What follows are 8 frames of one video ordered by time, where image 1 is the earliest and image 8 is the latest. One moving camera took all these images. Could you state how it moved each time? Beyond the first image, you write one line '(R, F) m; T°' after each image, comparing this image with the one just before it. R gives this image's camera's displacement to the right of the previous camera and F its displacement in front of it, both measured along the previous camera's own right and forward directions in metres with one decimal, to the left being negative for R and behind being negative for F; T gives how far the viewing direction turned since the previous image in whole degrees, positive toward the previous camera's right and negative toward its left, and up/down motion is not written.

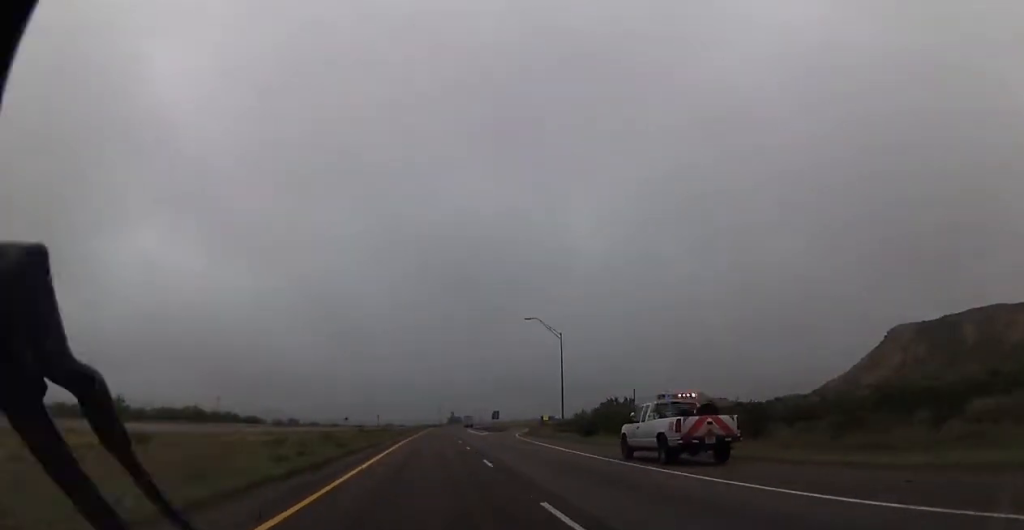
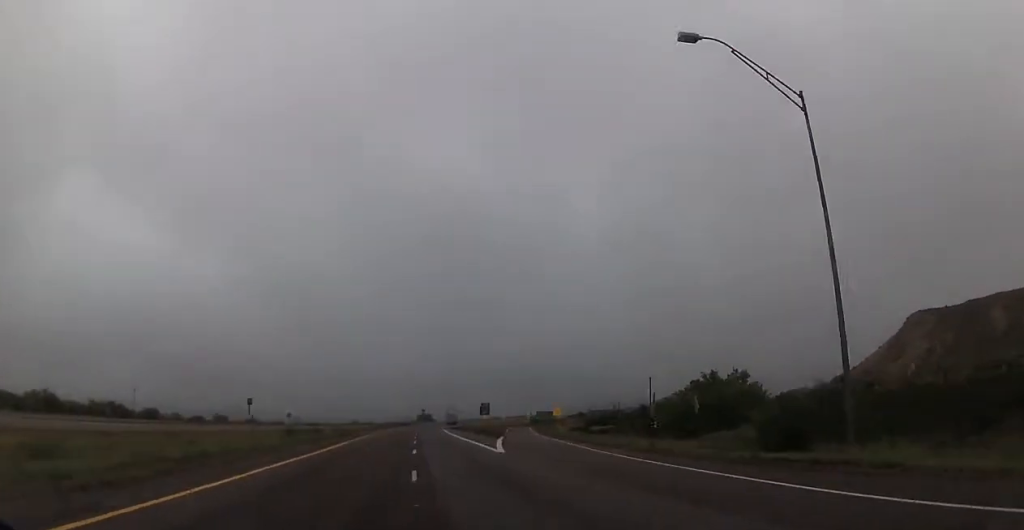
(+0.9, +53.5) m; +1°
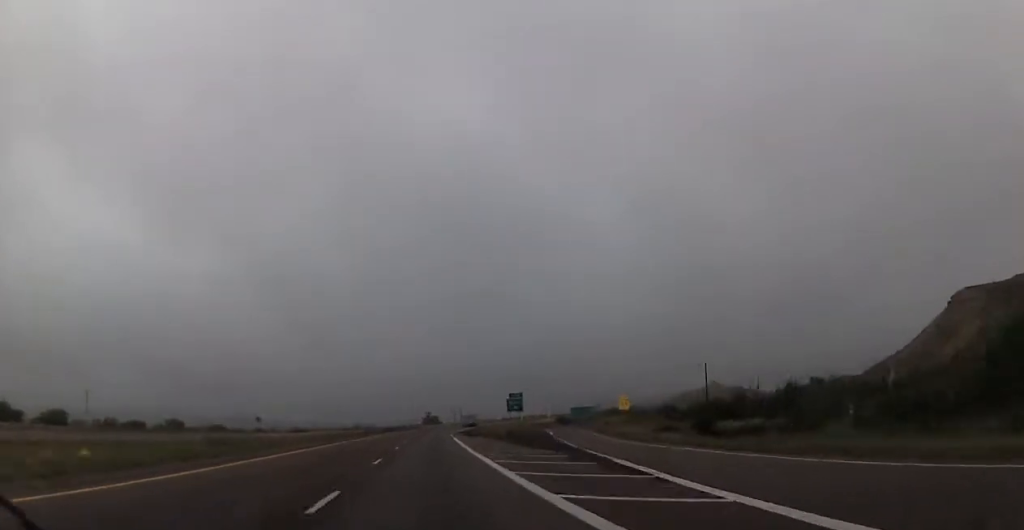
(0.0, +41.5) m; 0°
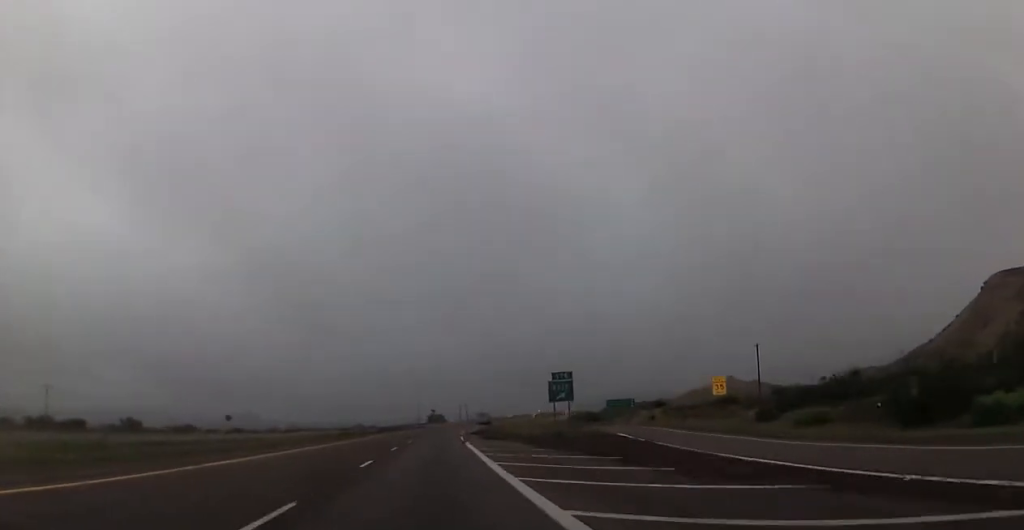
(0.0, +26.9) m; 0°
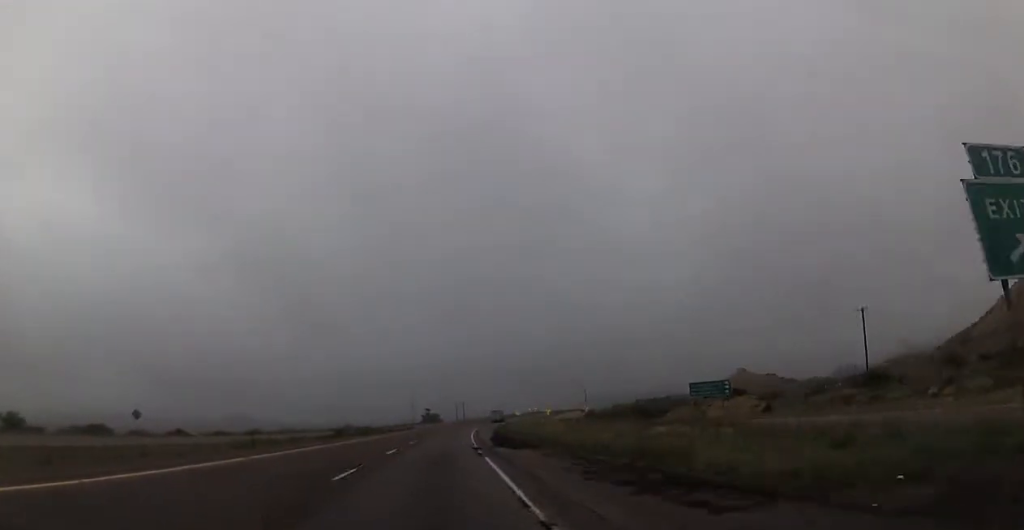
(+0.4, +41.5) m; +1°
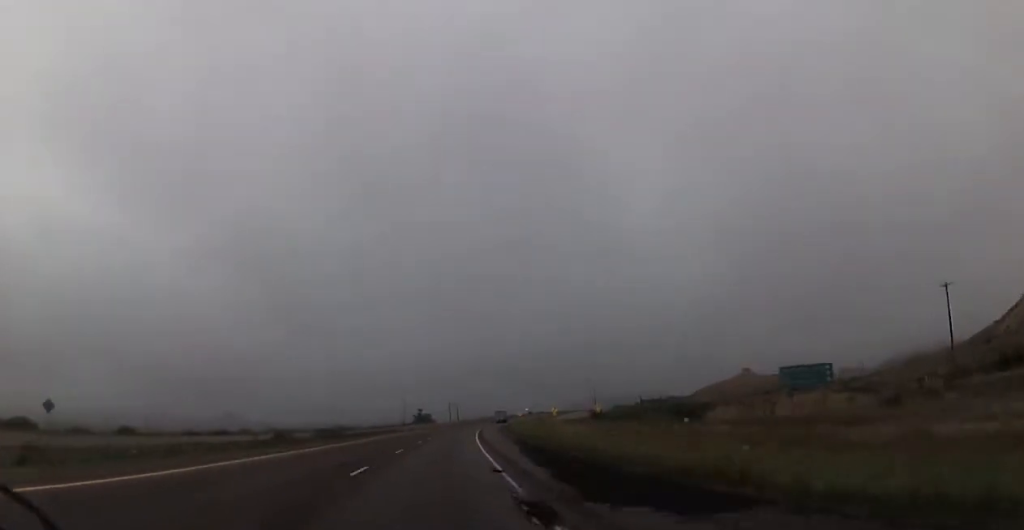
(+0.1, +22.4) m; 0°
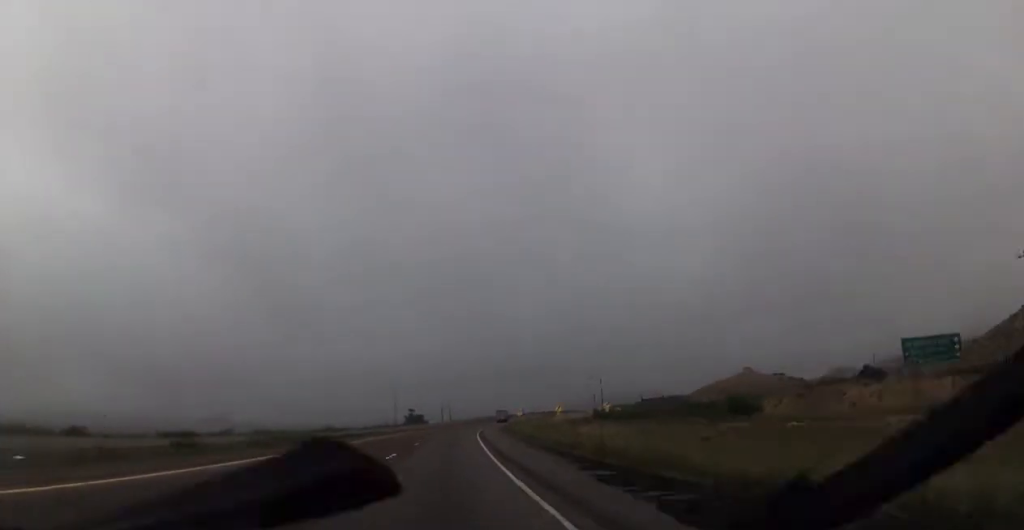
(-0.3, +16.8) m; 0°
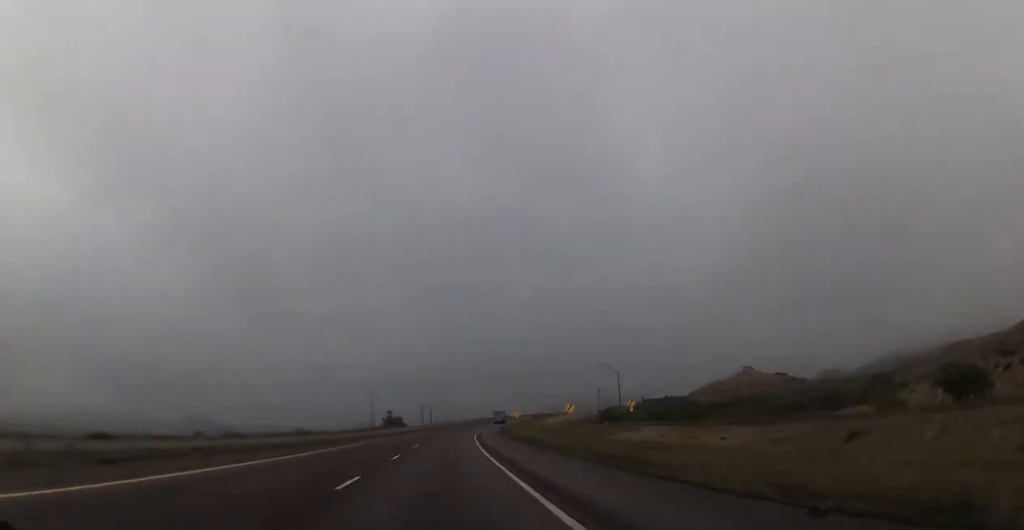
(+0.2, +34.6) m; +1°
